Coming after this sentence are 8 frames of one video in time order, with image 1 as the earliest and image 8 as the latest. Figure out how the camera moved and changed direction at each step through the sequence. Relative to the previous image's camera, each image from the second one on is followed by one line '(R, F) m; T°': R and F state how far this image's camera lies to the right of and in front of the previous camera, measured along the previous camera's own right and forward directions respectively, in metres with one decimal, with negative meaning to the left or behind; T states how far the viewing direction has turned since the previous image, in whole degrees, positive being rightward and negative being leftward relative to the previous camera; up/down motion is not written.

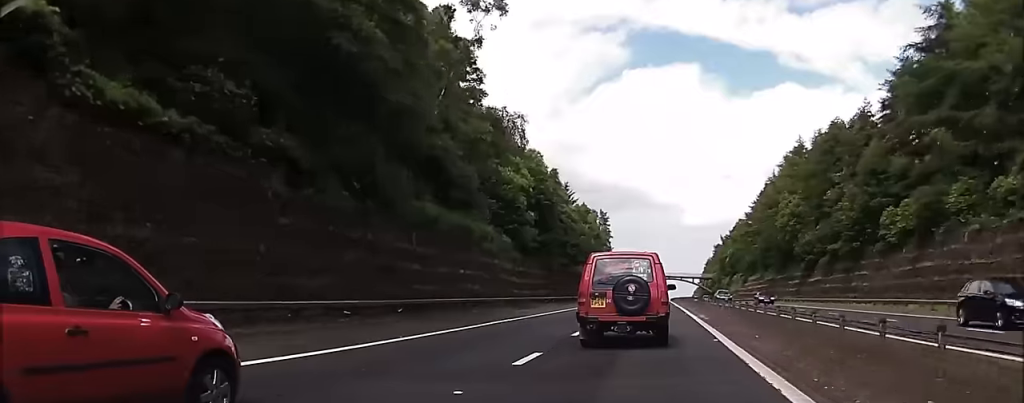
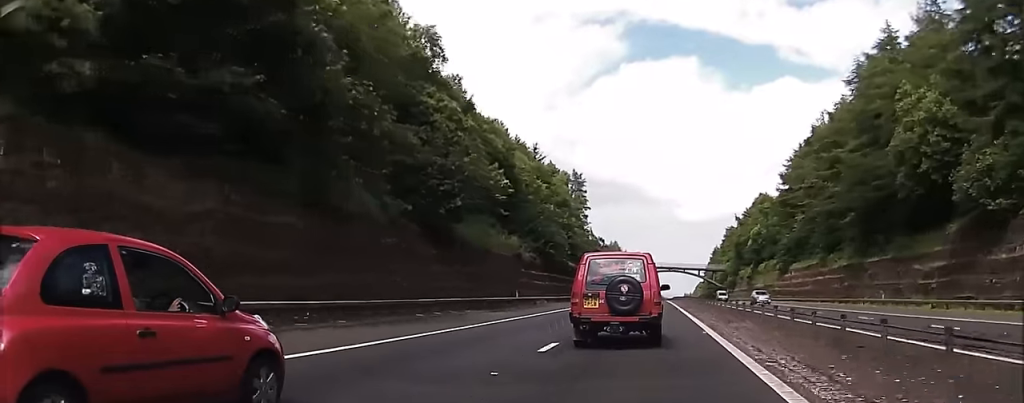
(0.0, +47.8) m; 0°
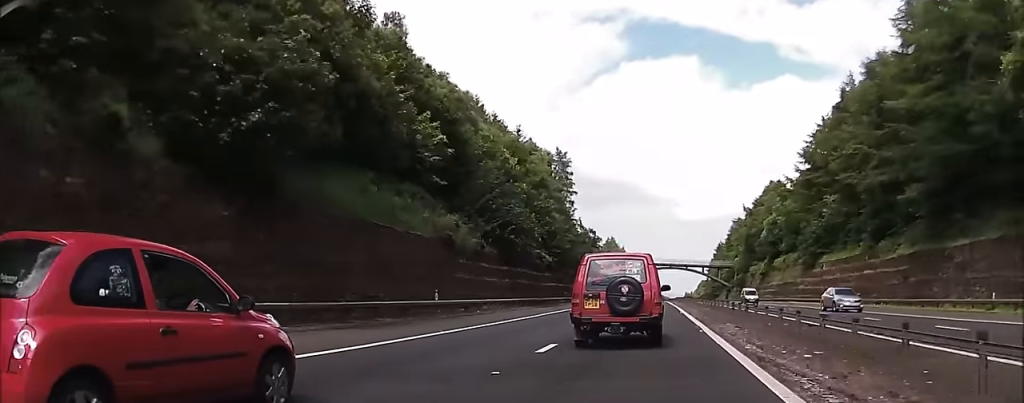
(+0.1, +17.6) m; 0°
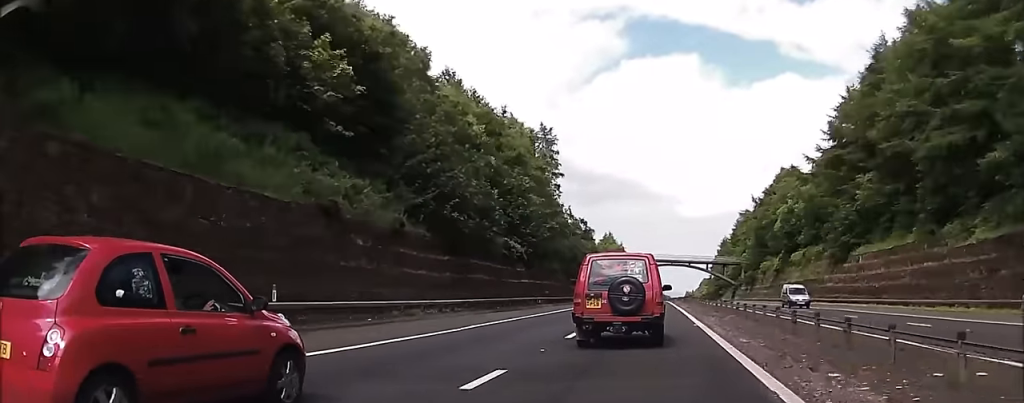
(0.0, +13.7) m; 0°
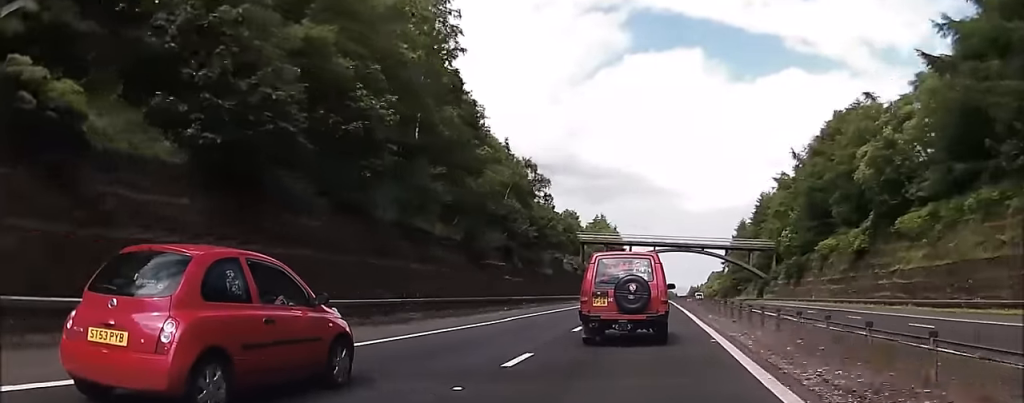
(+0.3, +42.1) m; 0°
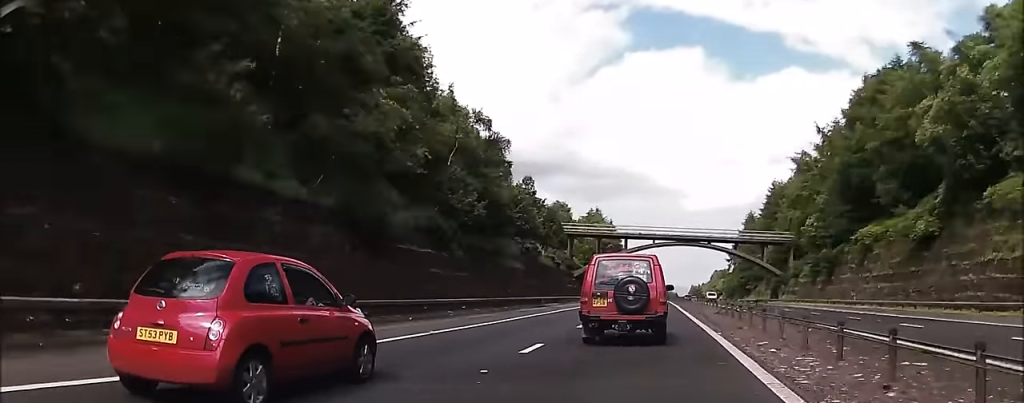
(0.0, +15.8) m; 0°
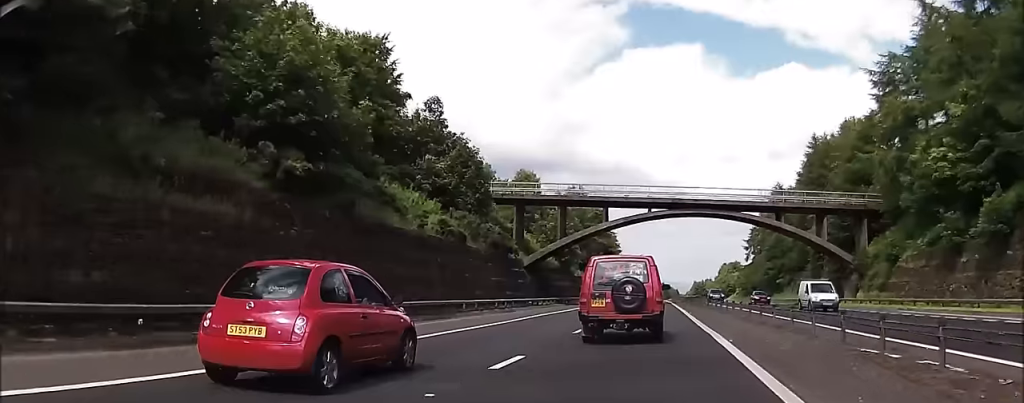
(-0.1, +37.8) m; 0°
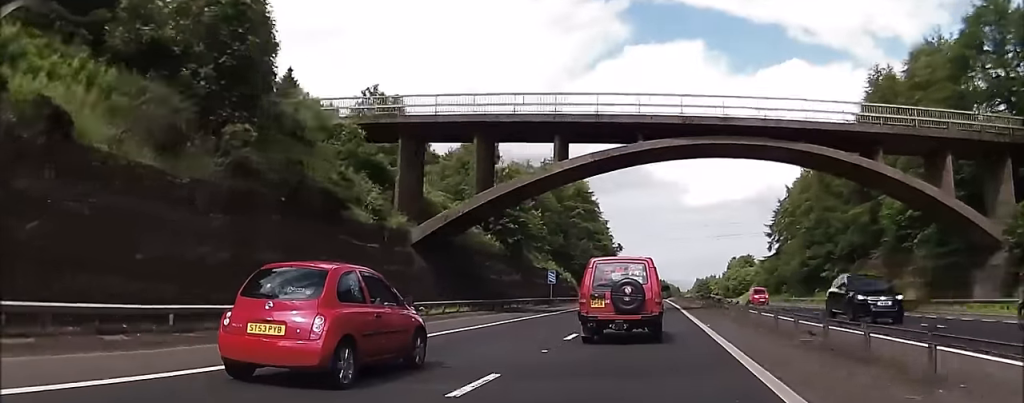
(0.0, +29.3) m; 0°
